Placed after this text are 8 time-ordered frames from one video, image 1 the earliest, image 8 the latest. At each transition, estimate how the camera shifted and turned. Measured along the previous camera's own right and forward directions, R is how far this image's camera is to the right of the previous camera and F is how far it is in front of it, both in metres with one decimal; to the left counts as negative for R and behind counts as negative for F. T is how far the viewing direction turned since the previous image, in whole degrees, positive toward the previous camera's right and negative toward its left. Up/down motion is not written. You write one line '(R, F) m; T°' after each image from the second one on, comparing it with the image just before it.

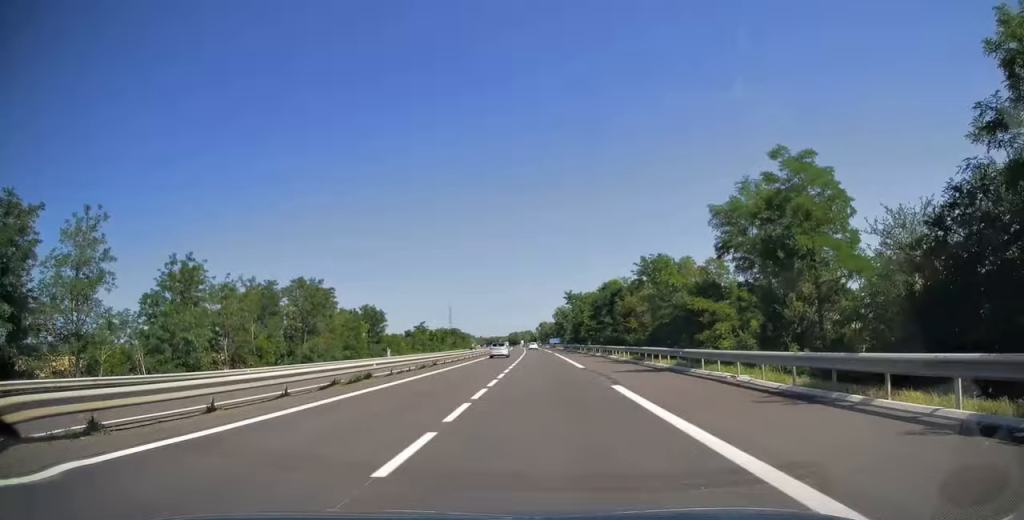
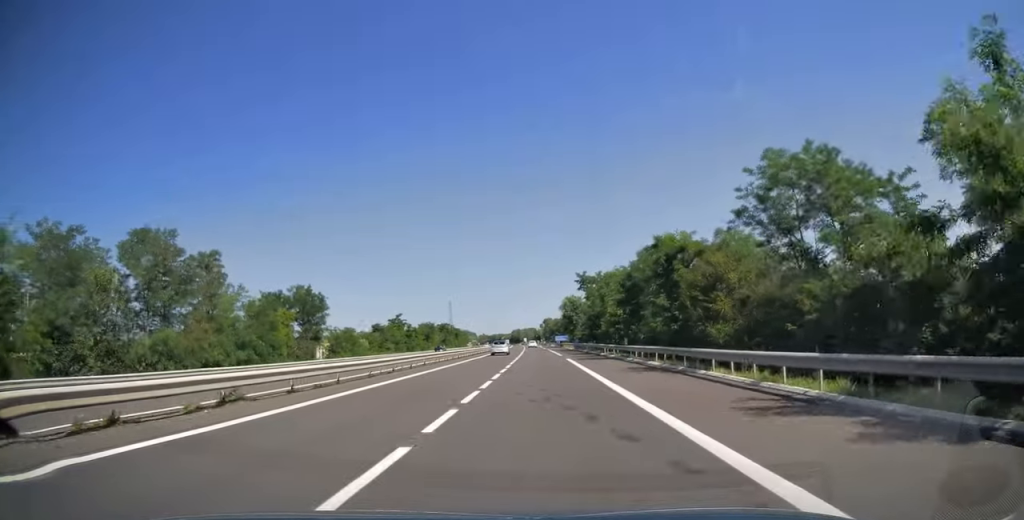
(-0.1, +27.5) m; 0°
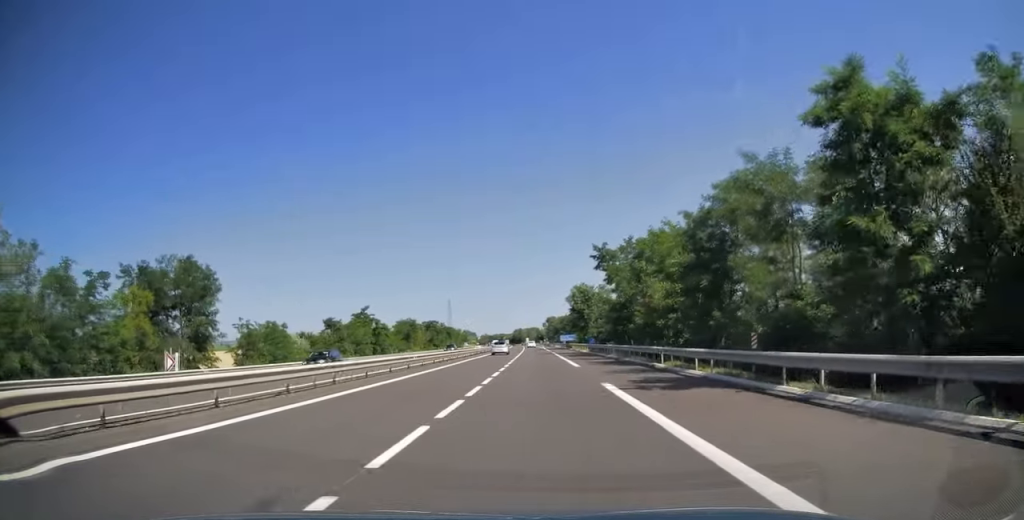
(0.0, +24.2) m; 0°
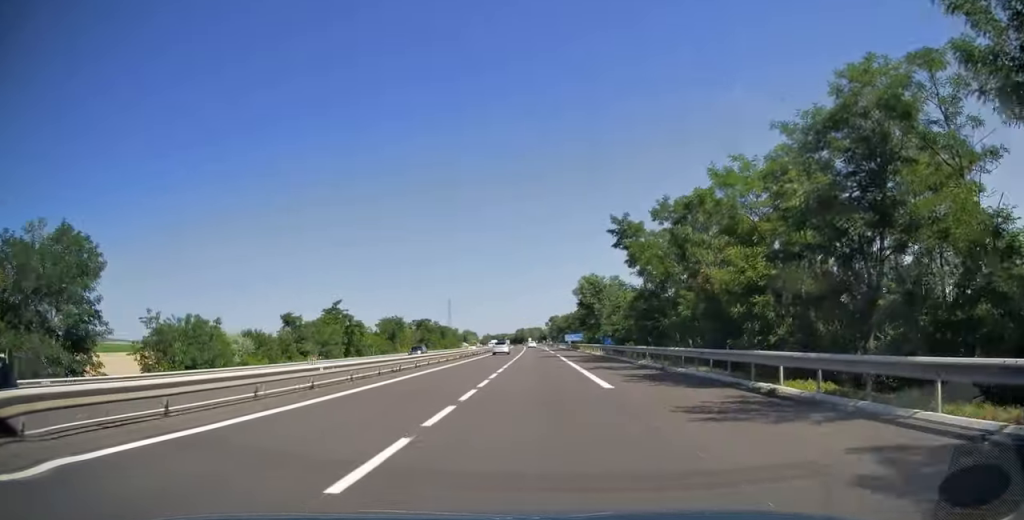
(0.0, +14.0) m; 0°
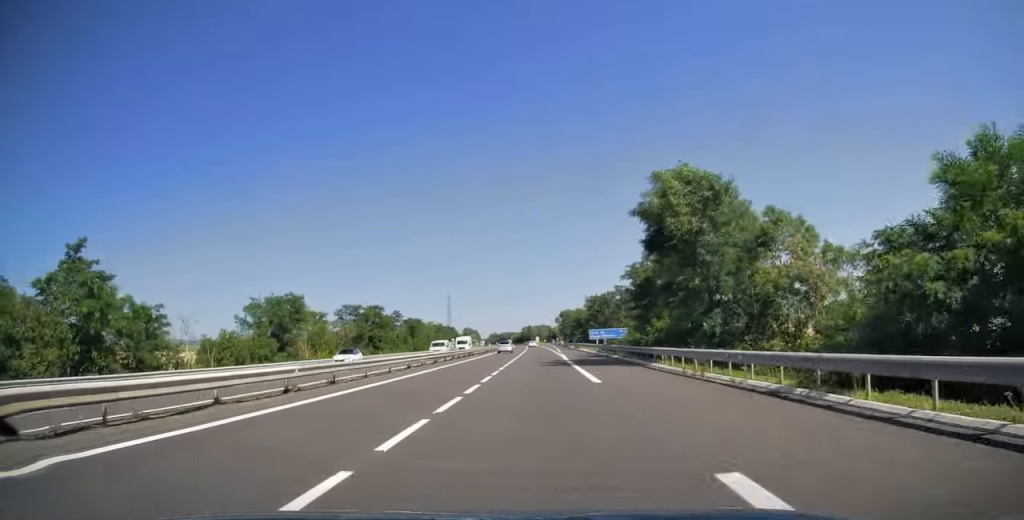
(-0.4, +49.9) m; 0°
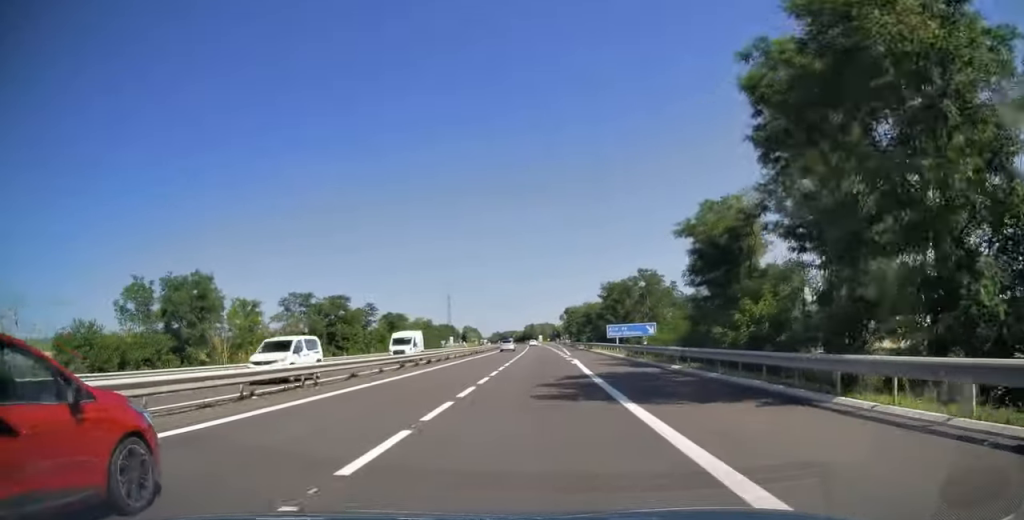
(+0.1, +18.8) m; 0°
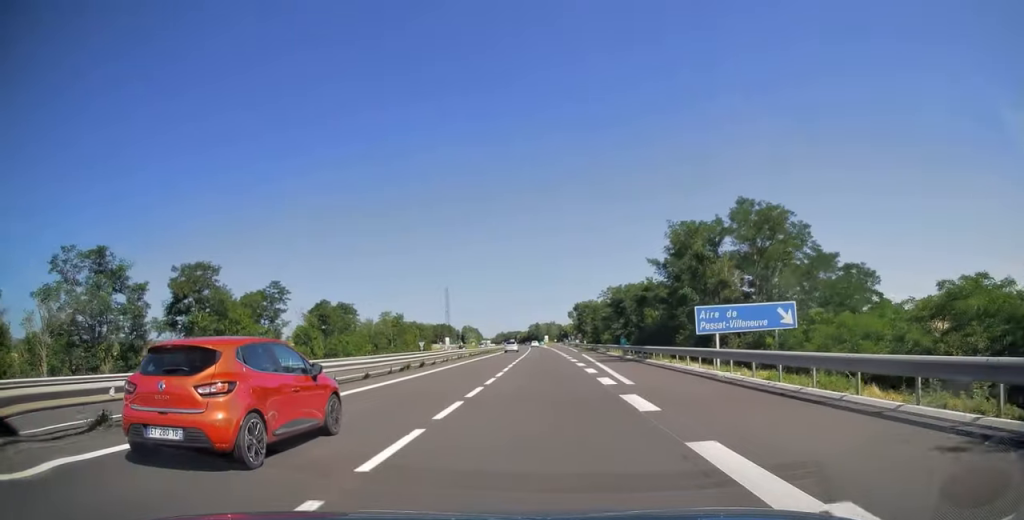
(-0.2, +34.5) m; -1°
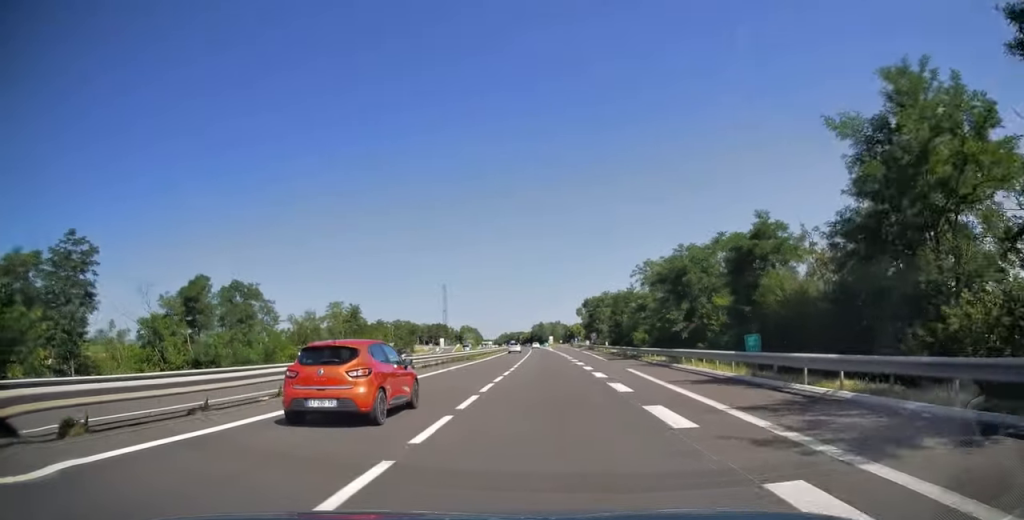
(-0.2, +28.5) m; -1°
